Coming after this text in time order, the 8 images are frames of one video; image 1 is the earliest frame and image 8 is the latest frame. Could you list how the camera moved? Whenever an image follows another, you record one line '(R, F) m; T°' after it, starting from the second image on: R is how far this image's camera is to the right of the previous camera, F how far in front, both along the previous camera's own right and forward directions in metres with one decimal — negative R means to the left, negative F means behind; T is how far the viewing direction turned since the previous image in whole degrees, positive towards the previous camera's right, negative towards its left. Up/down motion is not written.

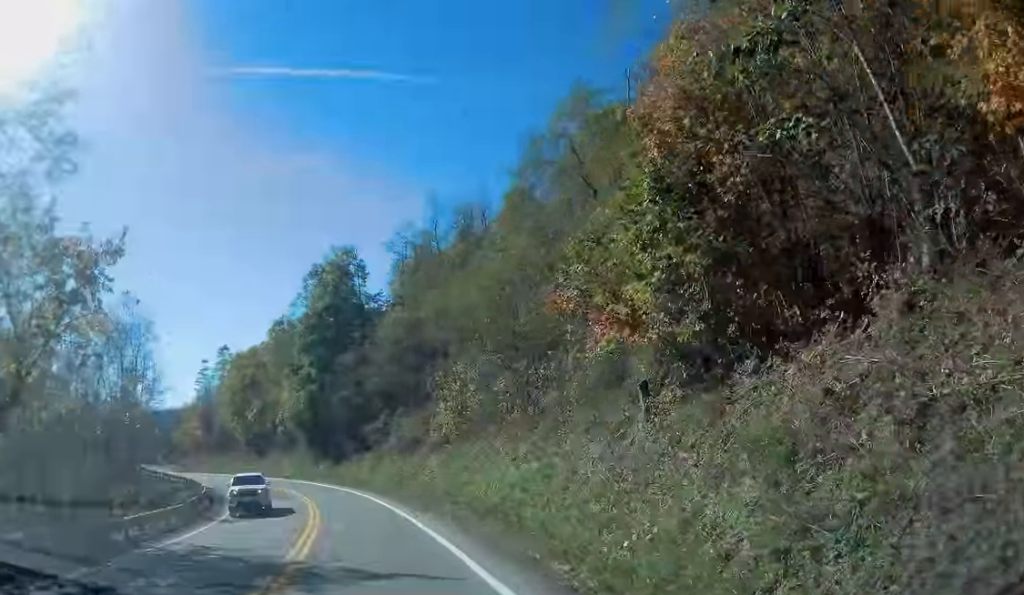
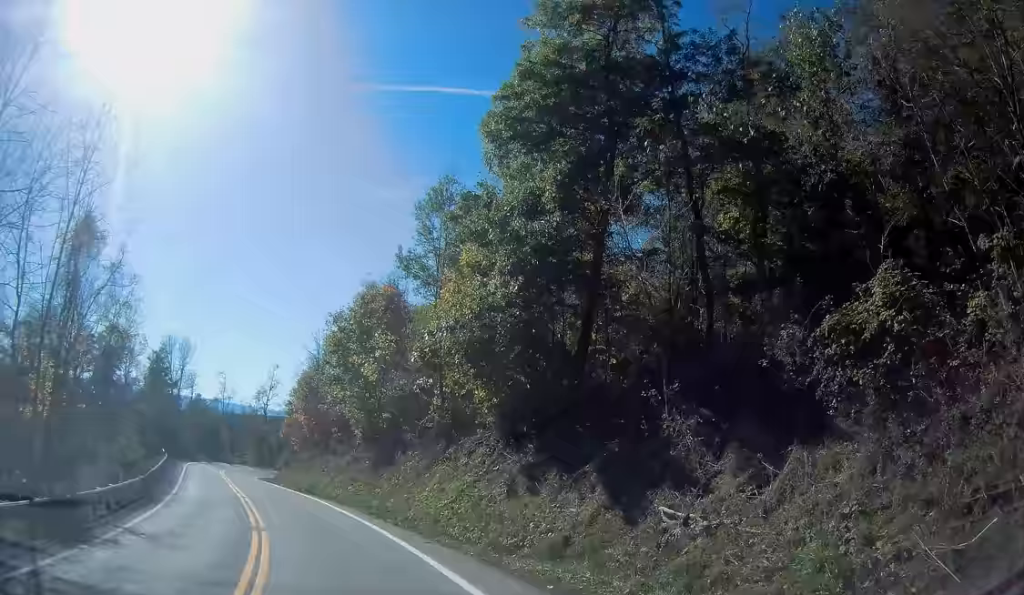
(-4.3, +44.4) m; -18°
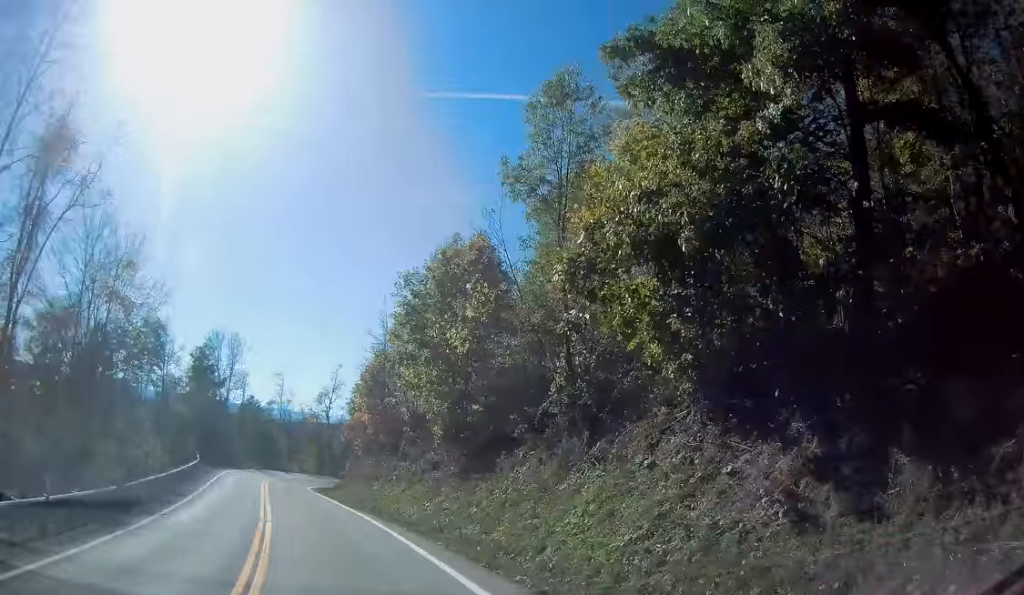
(-0.6, +10.2) m; -6°
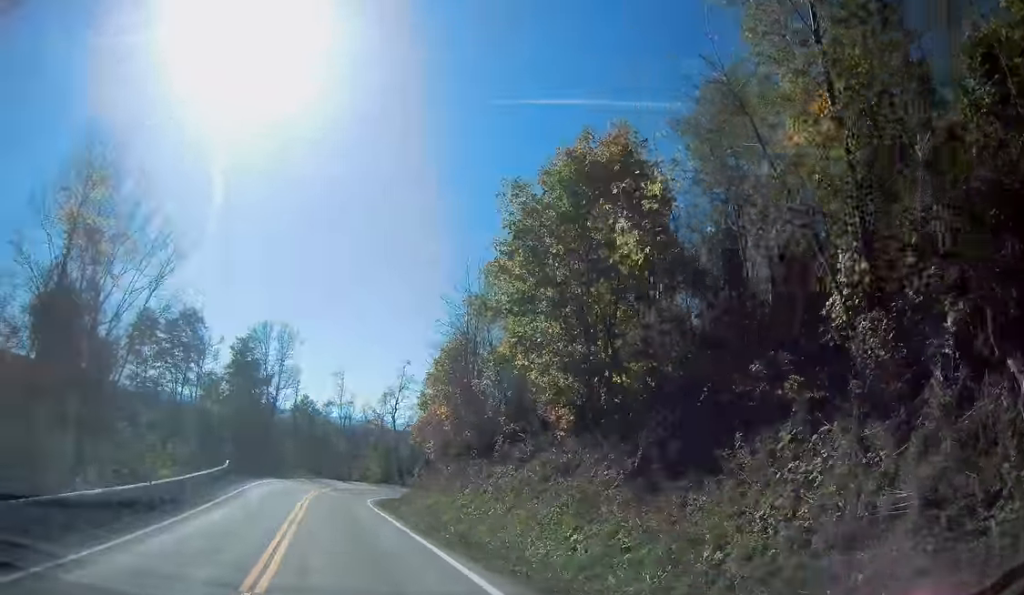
(-0.4, +11.2) m; -4°
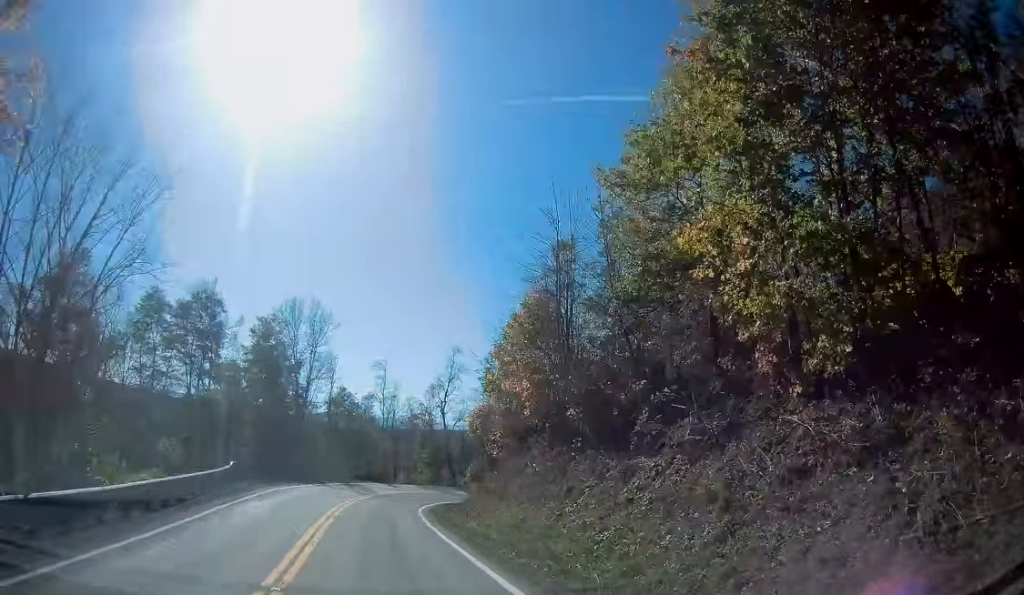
(-0.4, +11.1) m; -4°
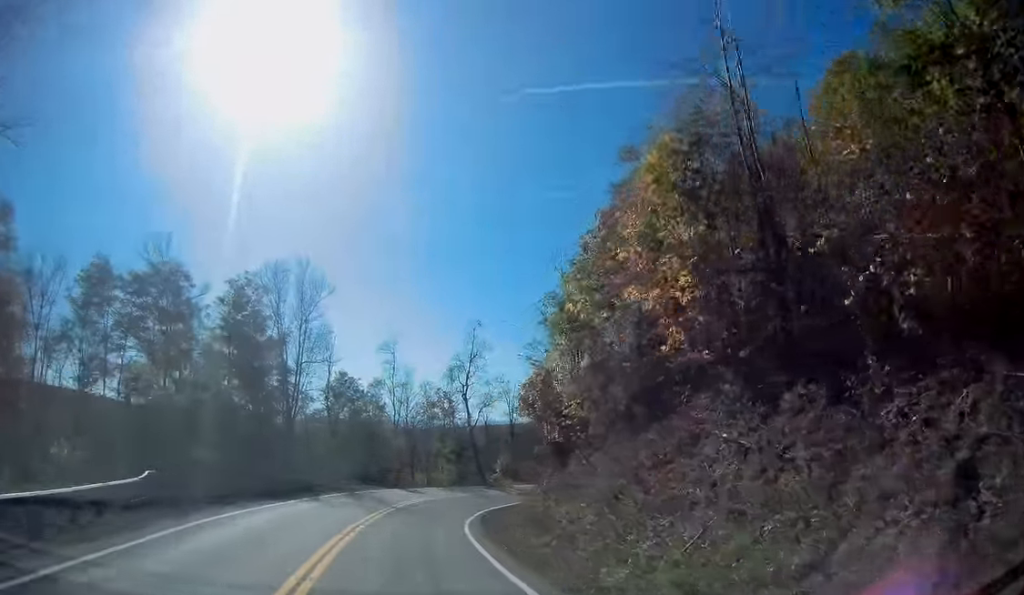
(-0.7, +15.2) m; -1°
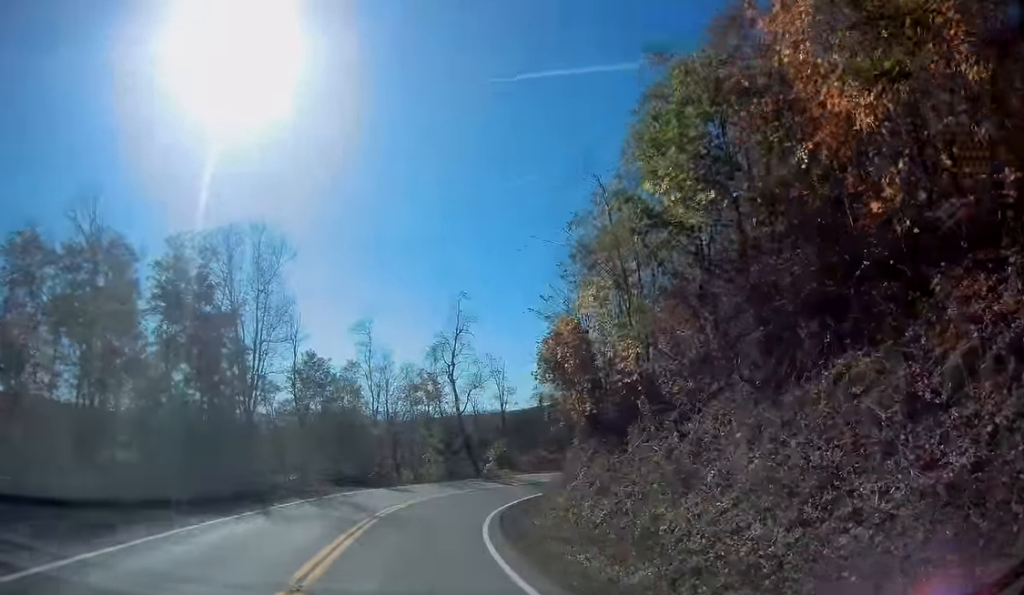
(+0.2, +9.6) m; +2°
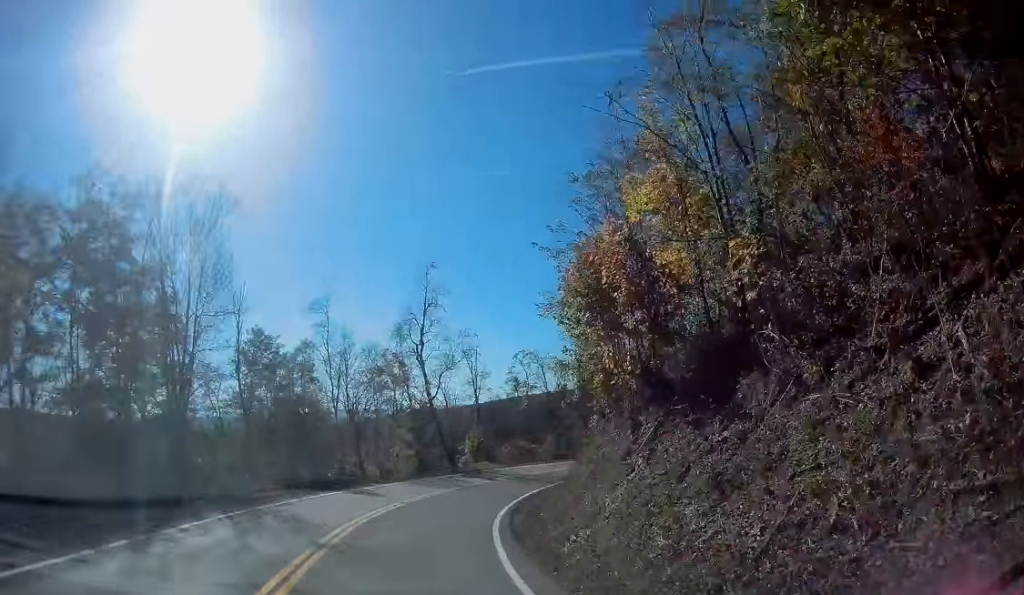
(+0.2, +8.9) m; +3°
